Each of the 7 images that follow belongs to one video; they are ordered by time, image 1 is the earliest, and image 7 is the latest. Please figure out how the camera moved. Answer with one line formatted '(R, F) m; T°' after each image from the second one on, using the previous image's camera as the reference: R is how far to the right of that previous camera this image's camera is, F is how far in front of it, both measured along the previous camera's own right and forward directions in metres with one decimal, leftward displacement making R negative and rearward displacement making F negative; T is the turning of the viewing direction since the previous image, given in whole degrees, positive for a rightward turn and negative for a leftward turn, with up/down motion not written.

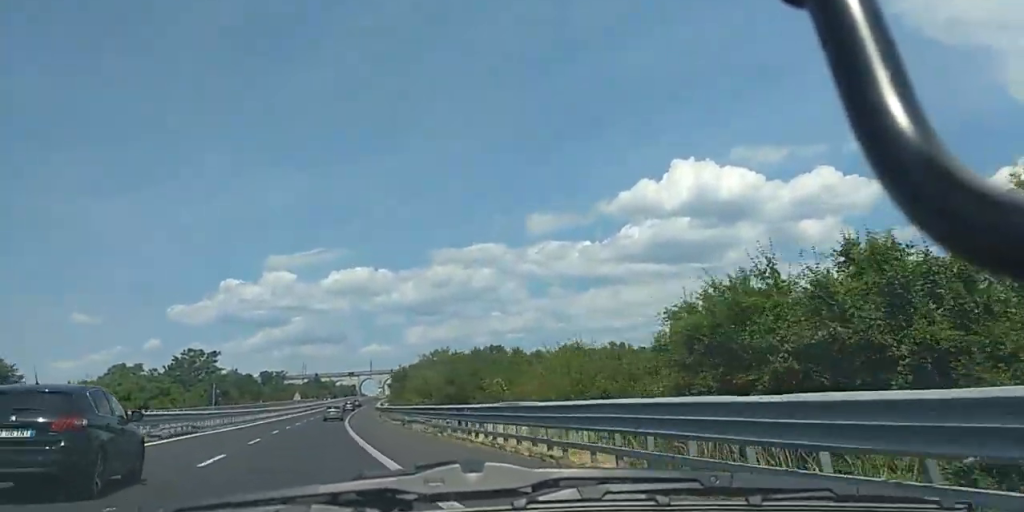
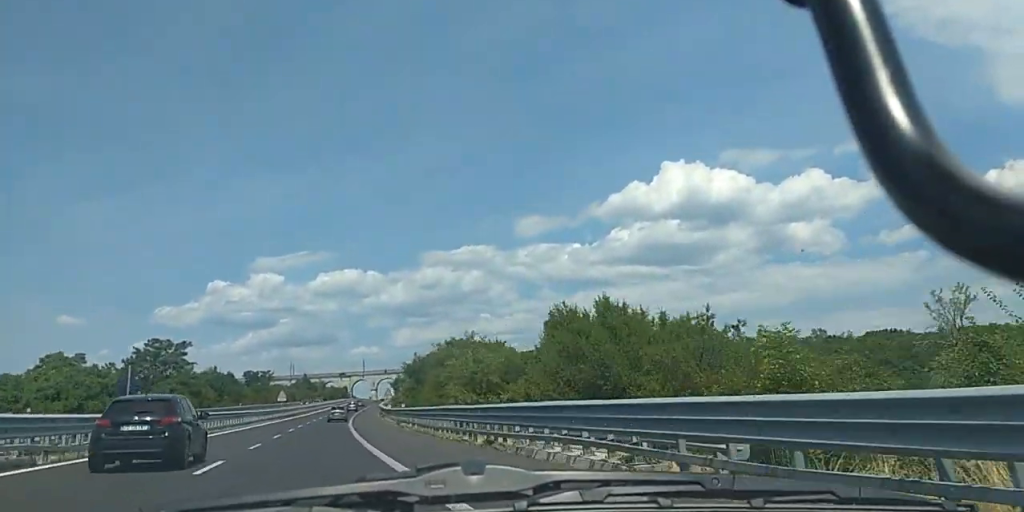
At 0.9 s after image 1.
(+0.2, +25.2) m; +1°
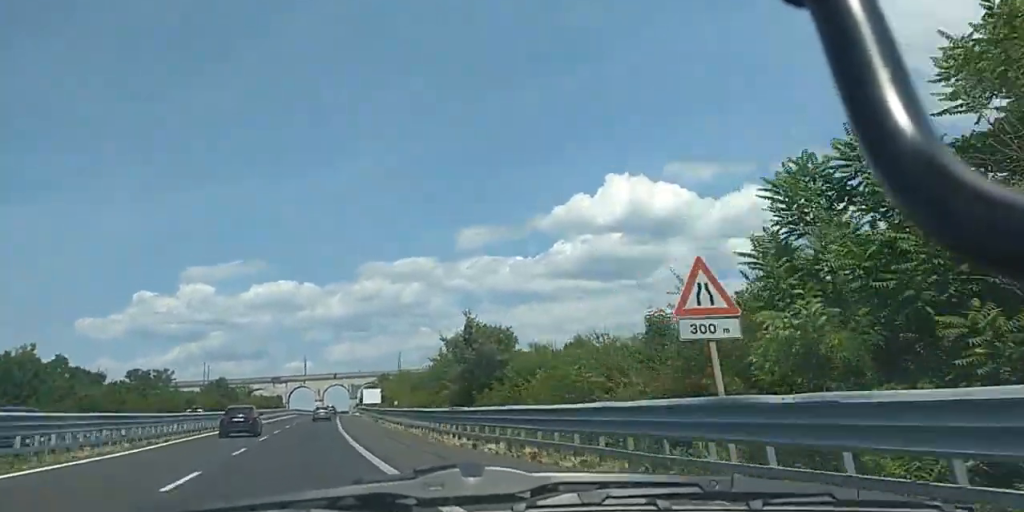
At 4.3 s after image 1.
(+2.5, +98.7) m; +3°
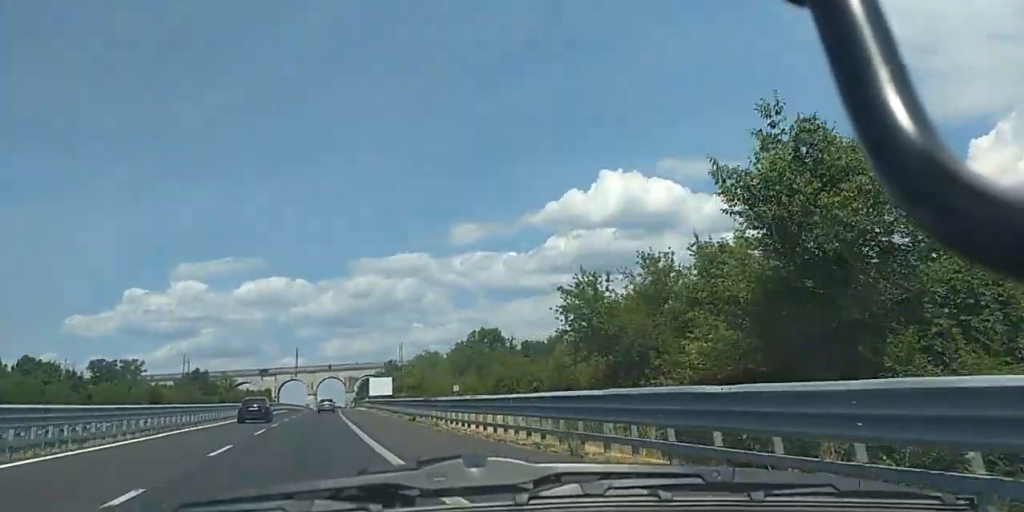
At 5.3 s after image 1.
(+0.3, +30.4) m; +1°
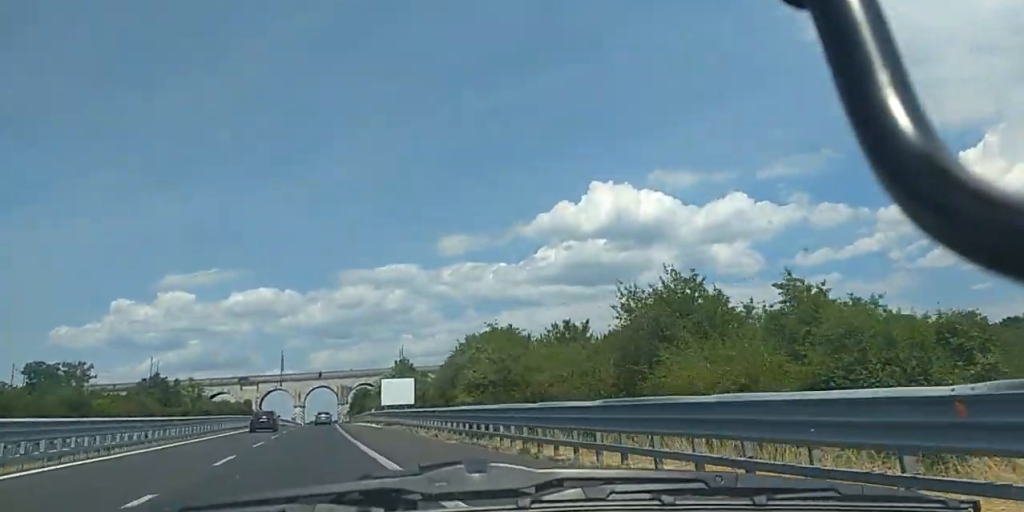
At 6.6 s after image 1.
(+0.6, +34.7) m; +1°
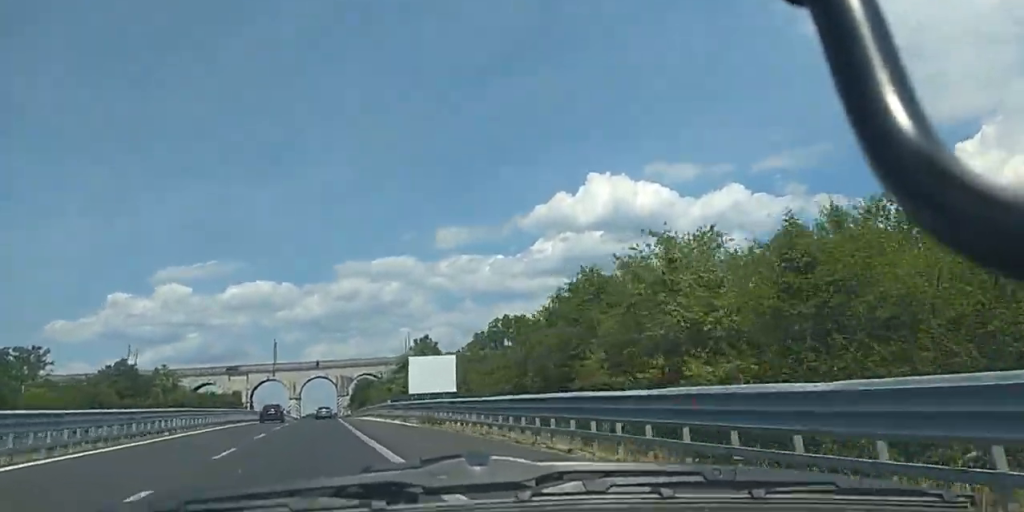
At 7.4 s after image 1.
(+0.2, +24.1) m; 0°
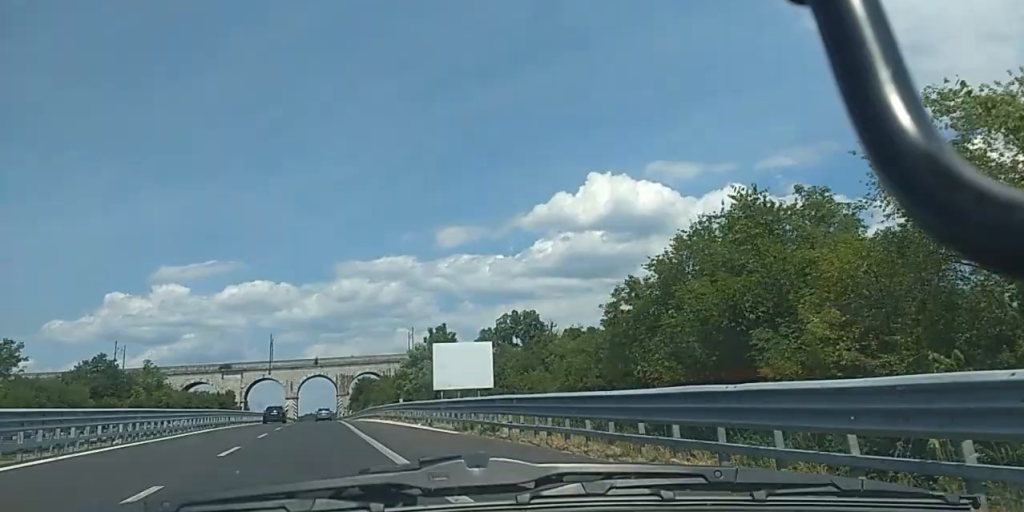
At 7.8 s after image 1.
(-0.1, +11.5) m; 0°
